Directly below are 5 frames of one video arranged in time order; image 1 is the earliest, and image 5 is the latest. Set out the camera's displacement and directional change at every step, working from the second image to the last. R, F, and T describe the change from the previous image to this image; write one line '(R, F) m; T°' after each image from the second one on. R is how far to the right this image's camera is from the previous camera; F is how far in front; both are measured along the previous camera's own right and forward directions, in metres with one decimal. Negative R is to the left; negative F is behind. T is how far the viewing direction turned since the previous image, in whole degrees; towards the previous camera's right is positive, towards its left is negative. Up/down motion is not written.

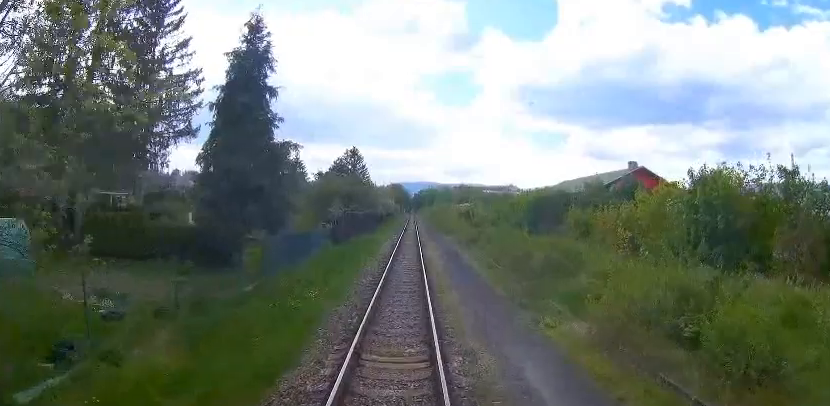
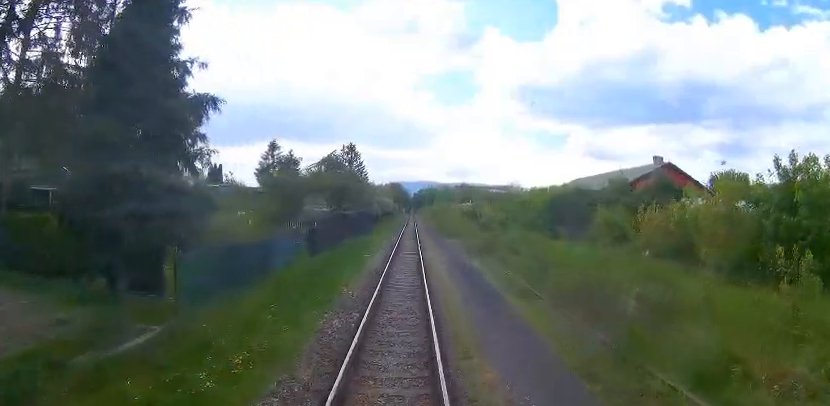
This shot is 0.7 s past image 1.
(+0.3, +5.7) m; +2°
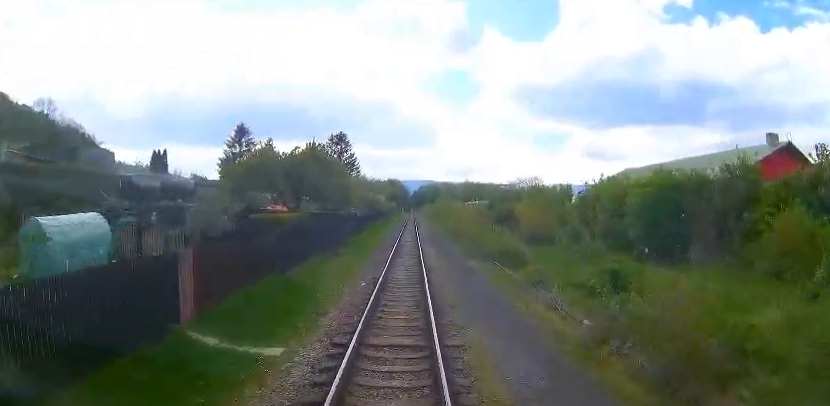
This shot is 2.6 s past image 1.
(-0.5, +16.9) m; -3°
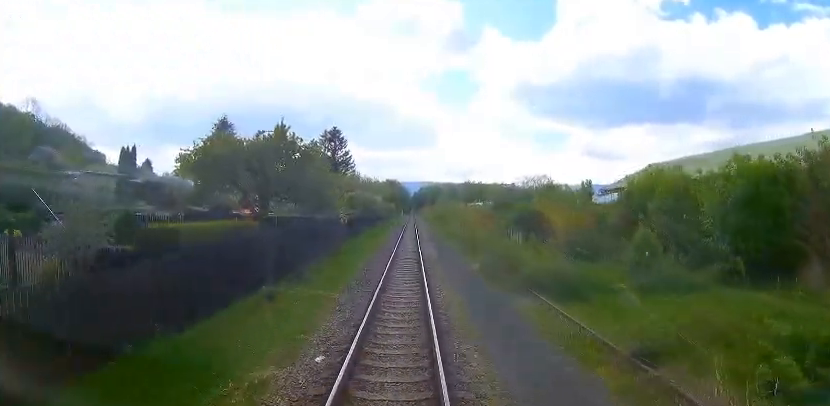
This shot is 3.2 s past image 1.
(-0.1, +6.7) m; +1°
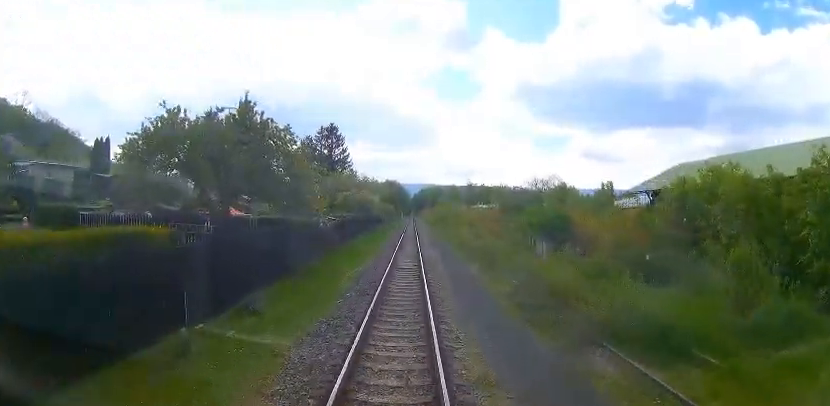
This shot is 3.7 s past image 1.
(+0.2, +5.3) m; +1°
